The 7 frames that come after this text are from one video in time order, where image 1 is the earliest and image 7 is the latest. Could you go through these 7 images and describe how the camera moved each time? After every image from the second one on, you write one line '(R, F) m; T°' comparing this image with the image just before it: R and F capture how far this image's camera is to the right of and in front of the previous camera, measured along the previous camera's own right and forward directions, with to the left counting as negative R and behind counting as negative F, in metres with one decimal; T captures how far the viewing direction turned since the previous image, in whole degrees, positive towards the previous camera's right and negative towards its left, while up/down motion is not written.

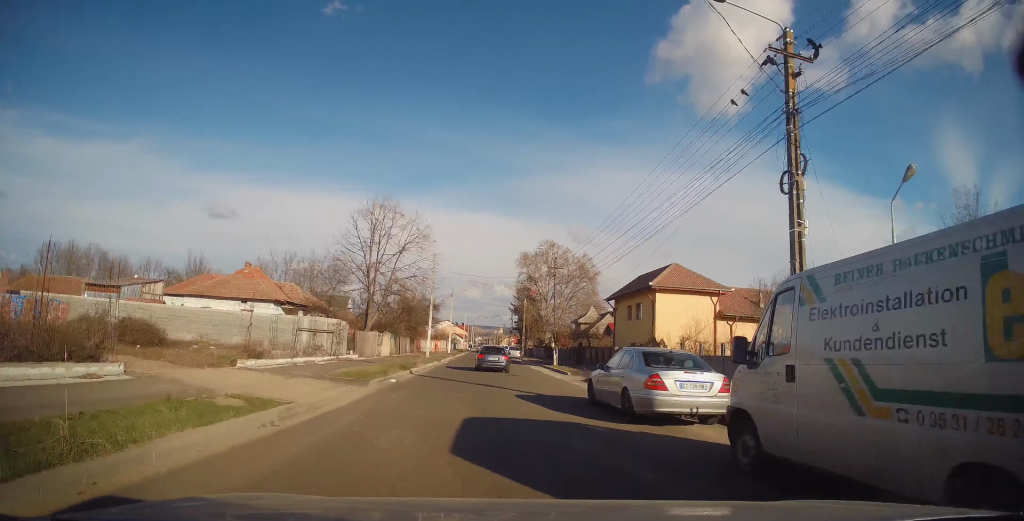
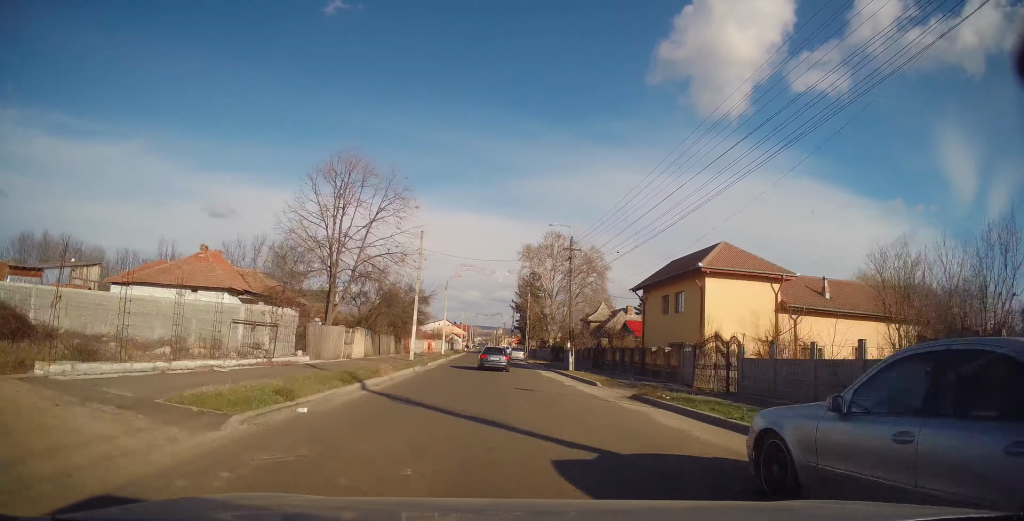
(-0.3, +8.7) m; -1°
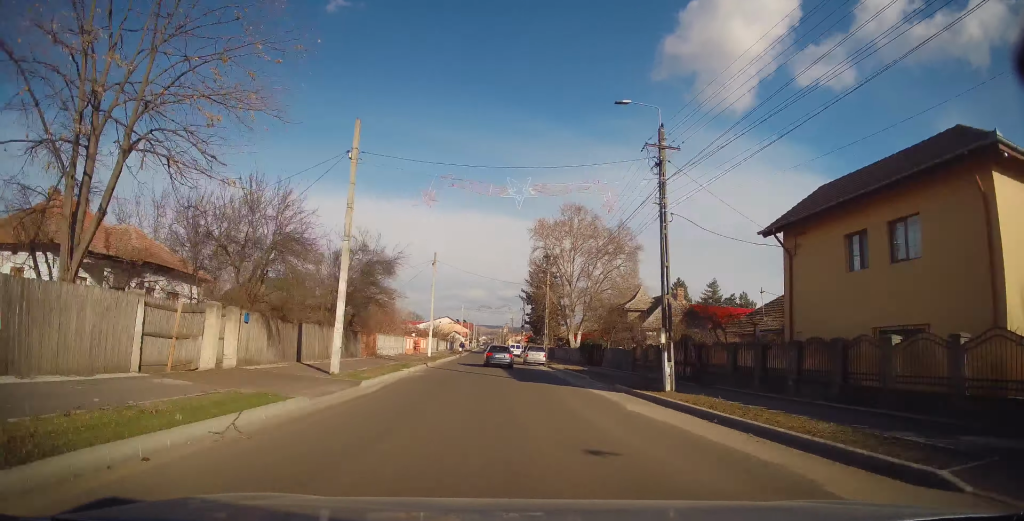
(+0.1, +17.5) m; +1°
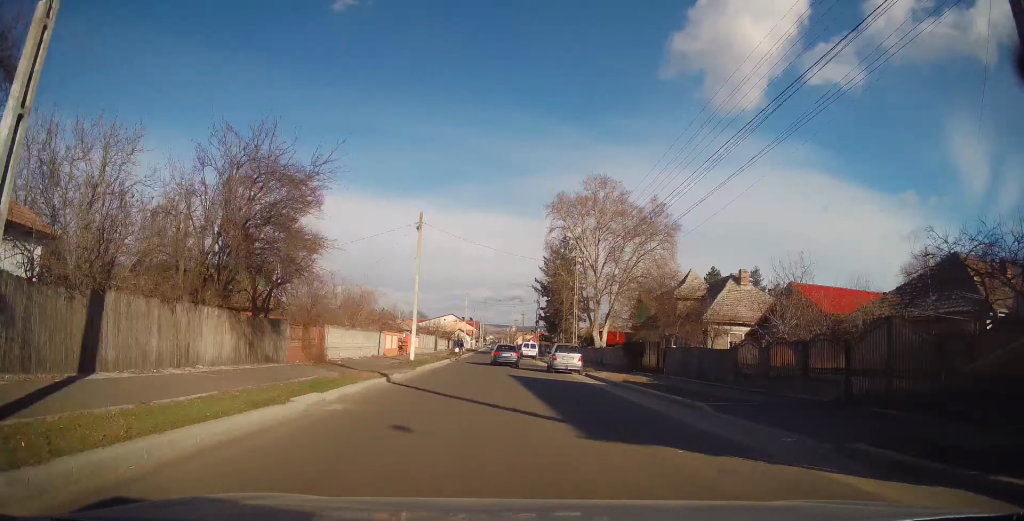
(0.0, +13.2) m; -2°
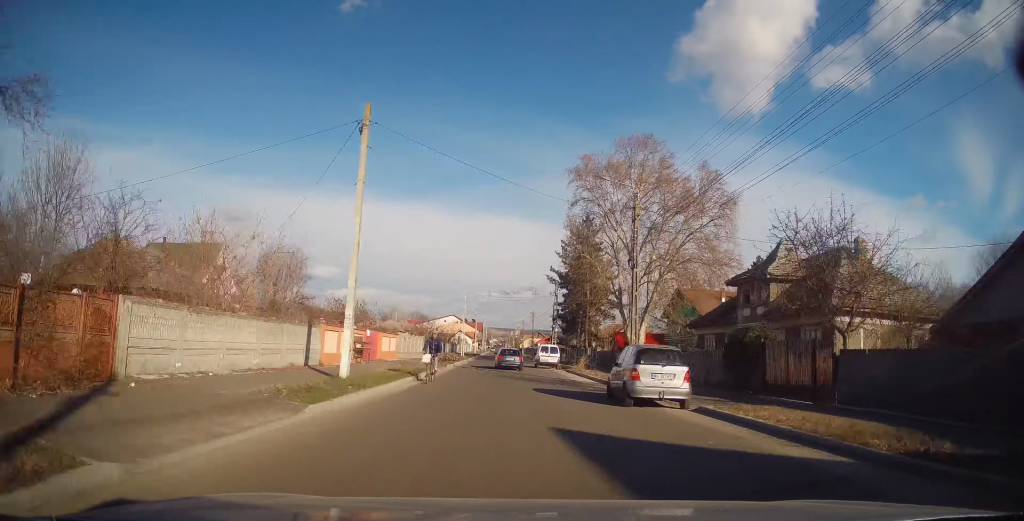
(-0.5, +14.4) m; -1°
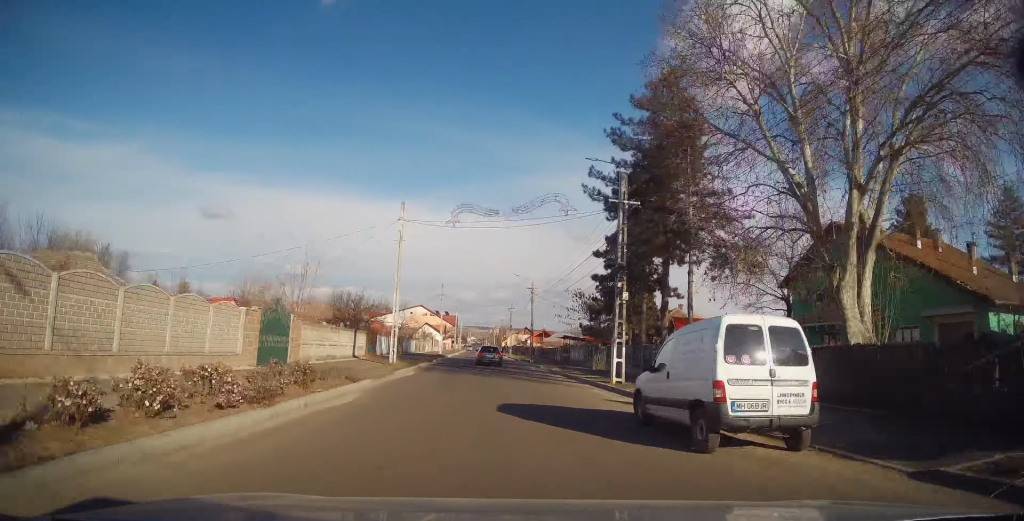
(+0.6, +34.6) m; +3°
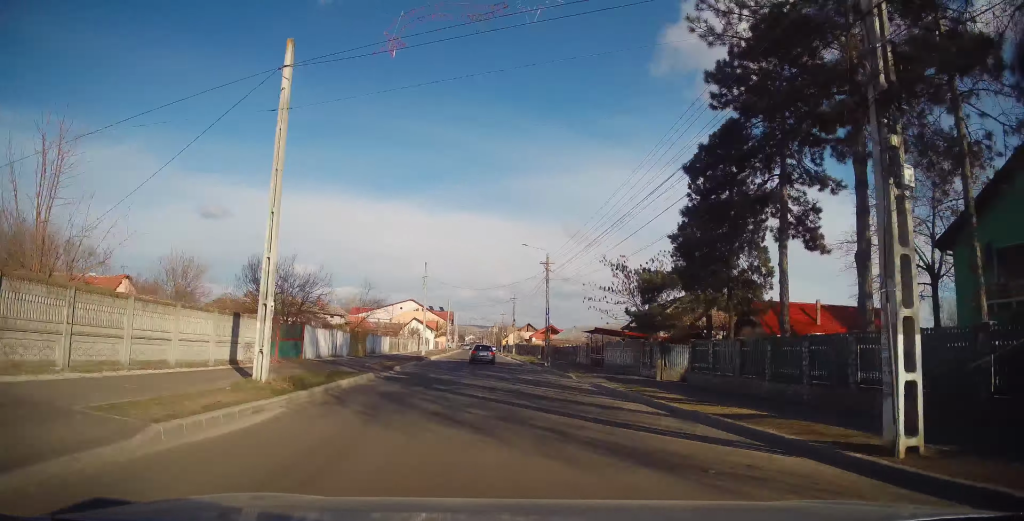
(+0.3, +15.9) m; 0°
